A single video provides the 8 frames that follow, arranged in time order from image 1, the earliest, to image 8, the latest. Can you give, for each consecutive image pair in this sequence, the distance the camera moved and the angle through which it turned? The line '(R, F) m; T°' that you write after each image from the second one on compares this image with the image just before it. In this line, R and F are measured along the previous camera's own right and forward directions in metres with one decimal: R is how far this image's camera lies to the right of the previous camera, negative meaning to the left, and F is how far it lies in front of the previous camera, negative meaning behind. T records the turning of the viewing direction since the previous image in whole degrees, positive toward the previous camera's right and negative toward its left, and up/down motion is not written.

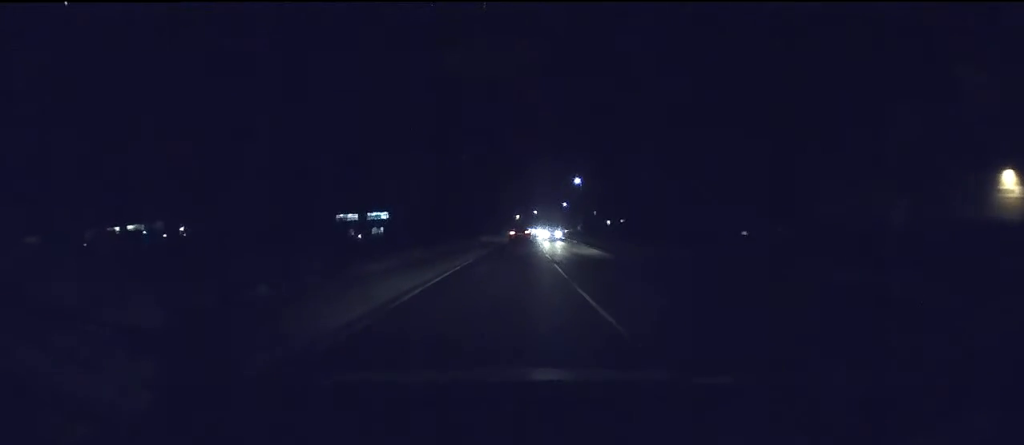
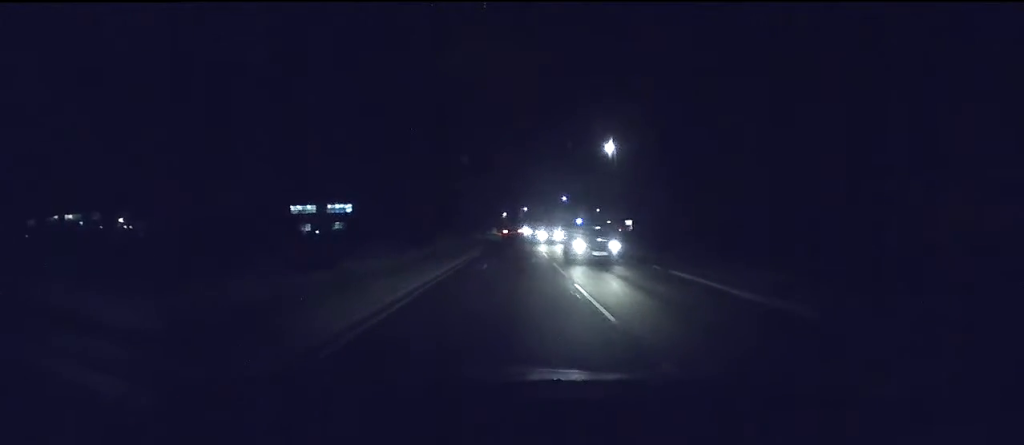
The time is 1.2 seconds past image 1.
(+0.5, +17.5) m; +2°
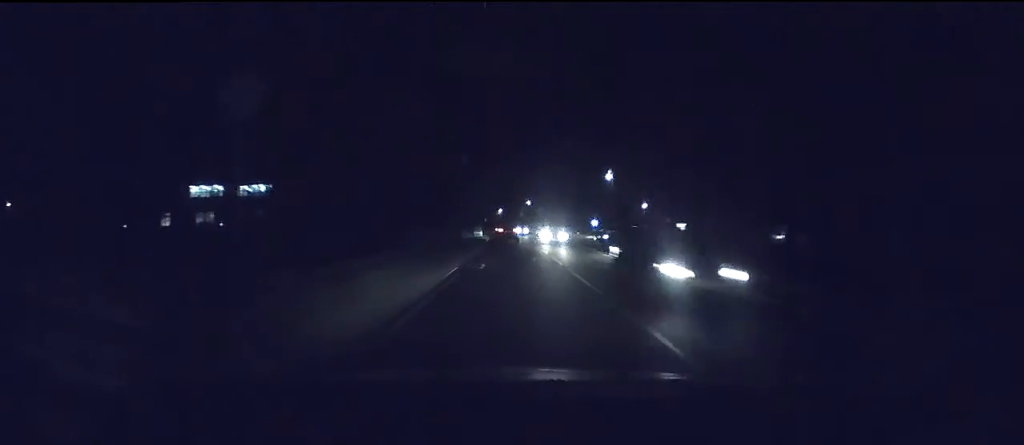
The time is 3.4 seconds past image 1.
(+0.4, +32.5) m; +1°
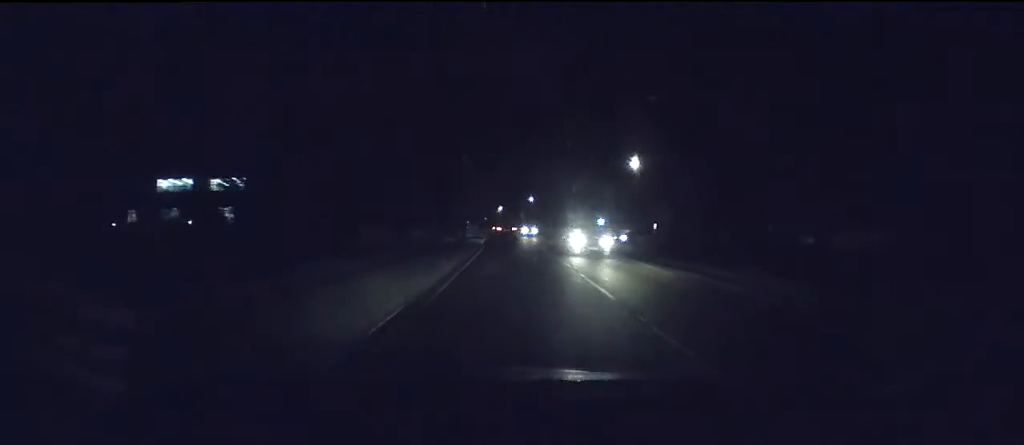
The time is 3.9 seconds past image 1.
(0.0, +7.6) m; 0°
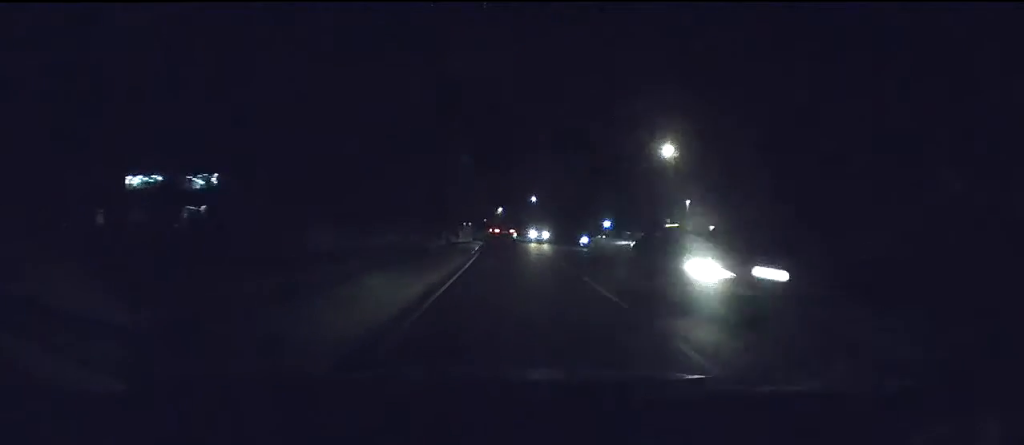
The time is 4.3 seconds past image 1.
(0.0, +6.6) m; 0°
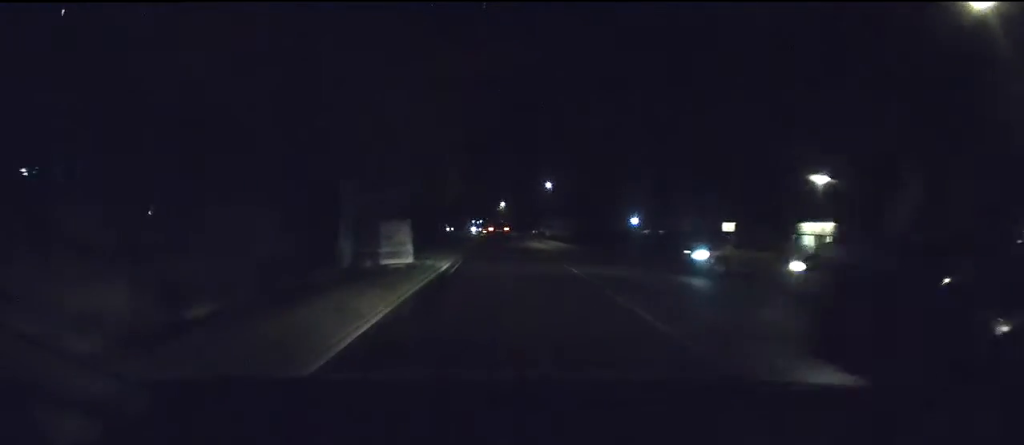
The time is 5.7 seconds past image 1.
(-0.1, +20.9) m; 0°
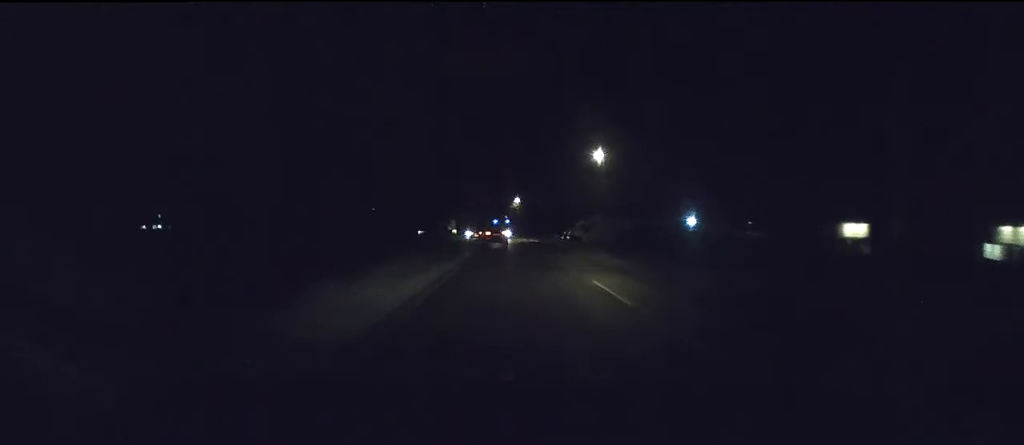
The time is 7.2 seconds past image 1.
(-0.1, +22.0) m; -1°
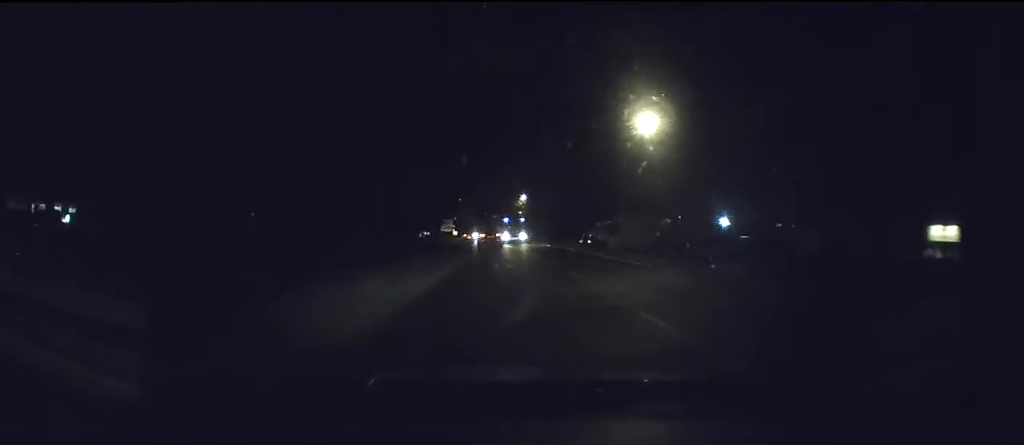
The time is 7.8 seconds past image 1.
(-0.1, +9.4) m; -1°
